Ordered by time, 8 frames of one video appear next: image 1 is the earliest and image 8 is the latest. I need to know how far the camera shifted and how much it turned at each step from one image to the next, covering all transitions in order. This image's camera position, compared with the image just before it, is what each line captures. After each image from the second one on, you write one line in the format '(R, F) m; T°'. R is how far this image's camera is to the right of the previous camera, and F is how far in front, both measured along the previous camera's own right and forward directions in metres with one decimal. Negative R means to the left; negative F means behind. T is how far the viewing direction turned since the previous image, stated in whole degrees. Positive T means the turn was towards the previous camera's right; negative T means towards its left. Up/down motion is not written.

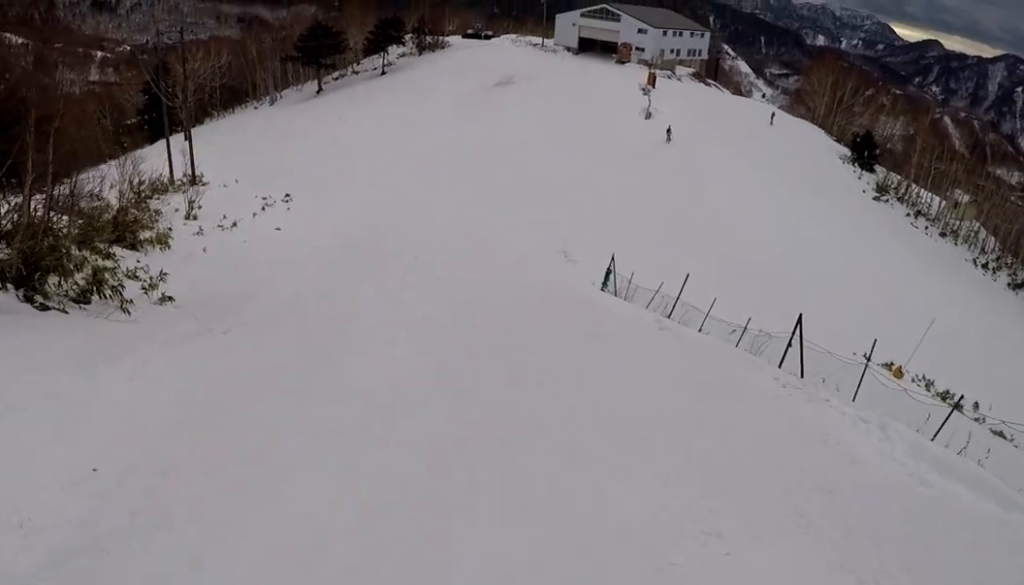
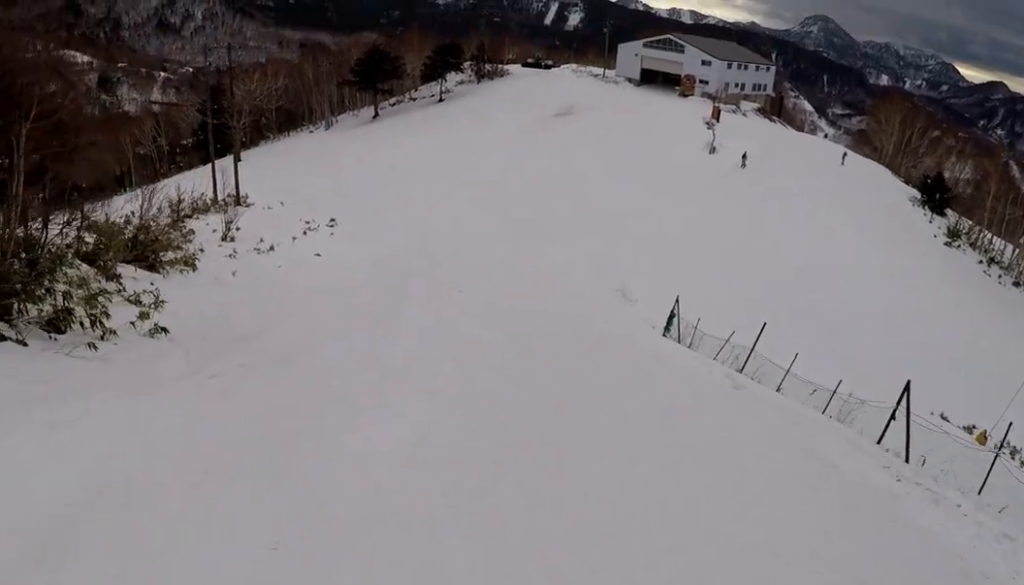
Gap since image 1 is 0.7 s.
(0.0, +5.5) m; 0°
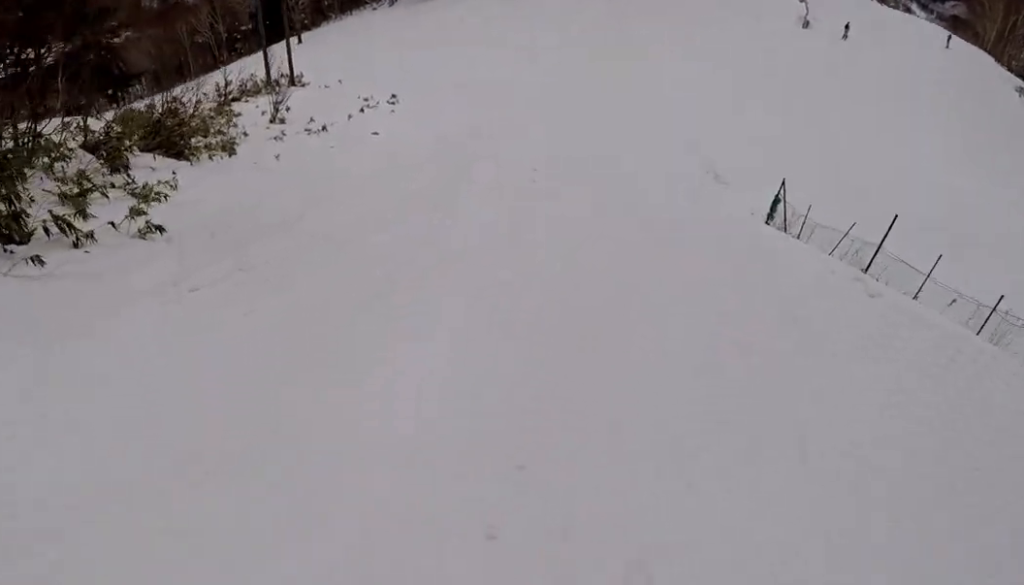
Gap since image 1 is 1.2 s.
(0.0, +4.7) m; 0°
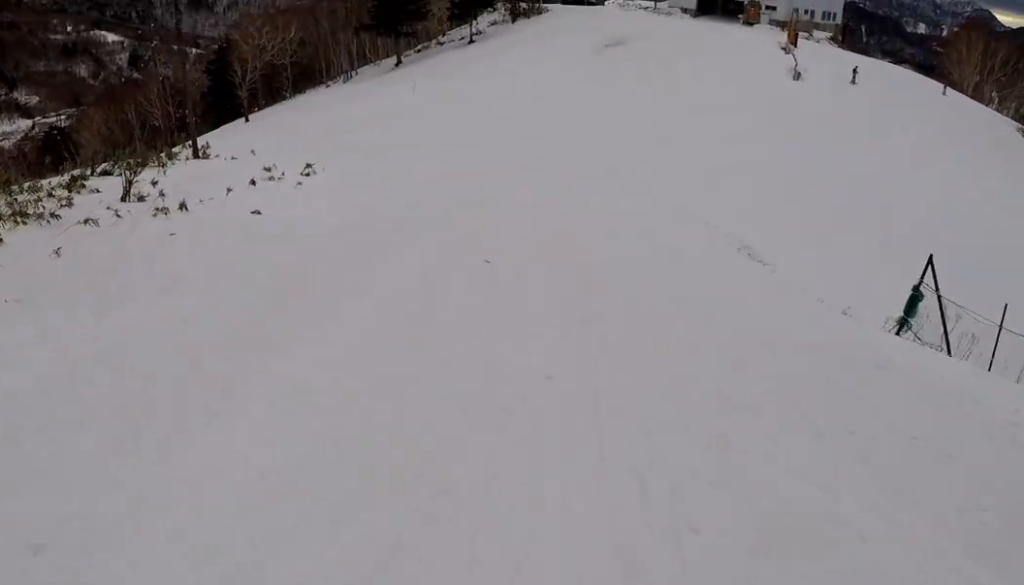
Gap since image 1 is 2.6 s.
(0.0, +13.7) m; 0°
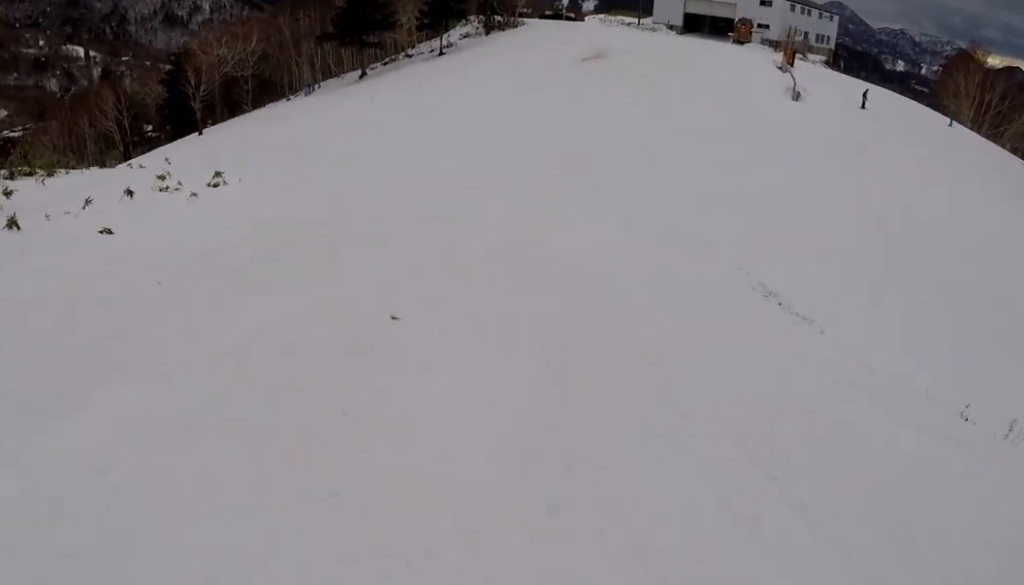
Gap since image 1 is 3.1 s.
(0.0, +6.6) m; 0°
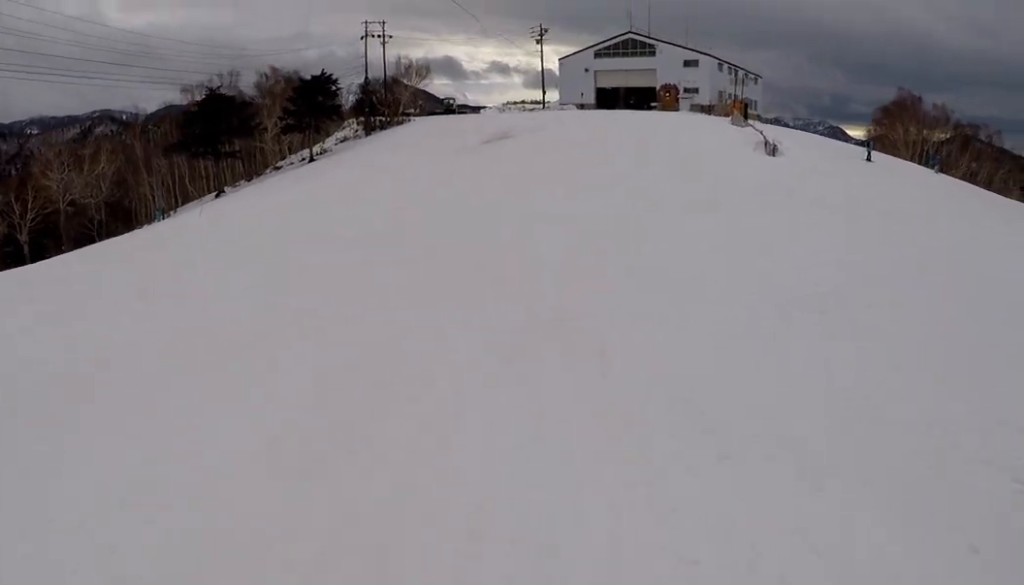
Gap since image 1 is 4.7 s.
(+0.9, +16.2) m; +19°
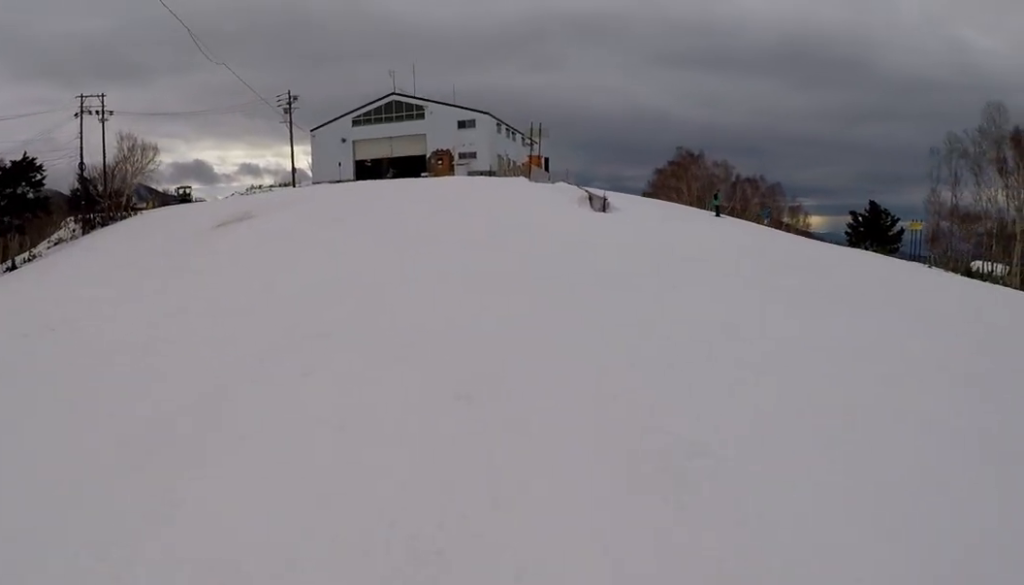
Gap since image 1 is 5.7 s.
(+2.4, +8.9) m; +17°
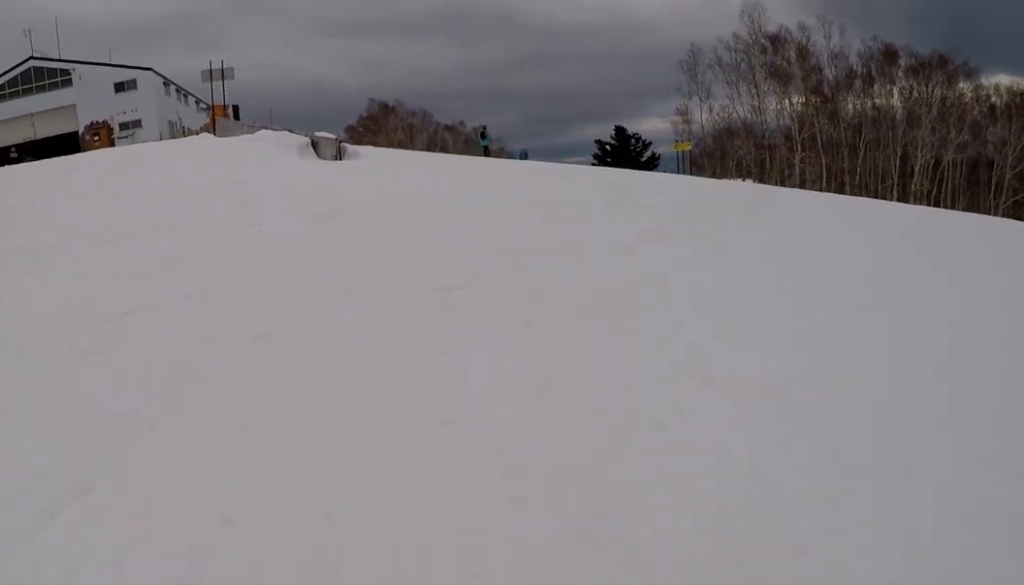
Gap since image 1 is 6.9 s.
(+0.3, +8.3) m; +6°
